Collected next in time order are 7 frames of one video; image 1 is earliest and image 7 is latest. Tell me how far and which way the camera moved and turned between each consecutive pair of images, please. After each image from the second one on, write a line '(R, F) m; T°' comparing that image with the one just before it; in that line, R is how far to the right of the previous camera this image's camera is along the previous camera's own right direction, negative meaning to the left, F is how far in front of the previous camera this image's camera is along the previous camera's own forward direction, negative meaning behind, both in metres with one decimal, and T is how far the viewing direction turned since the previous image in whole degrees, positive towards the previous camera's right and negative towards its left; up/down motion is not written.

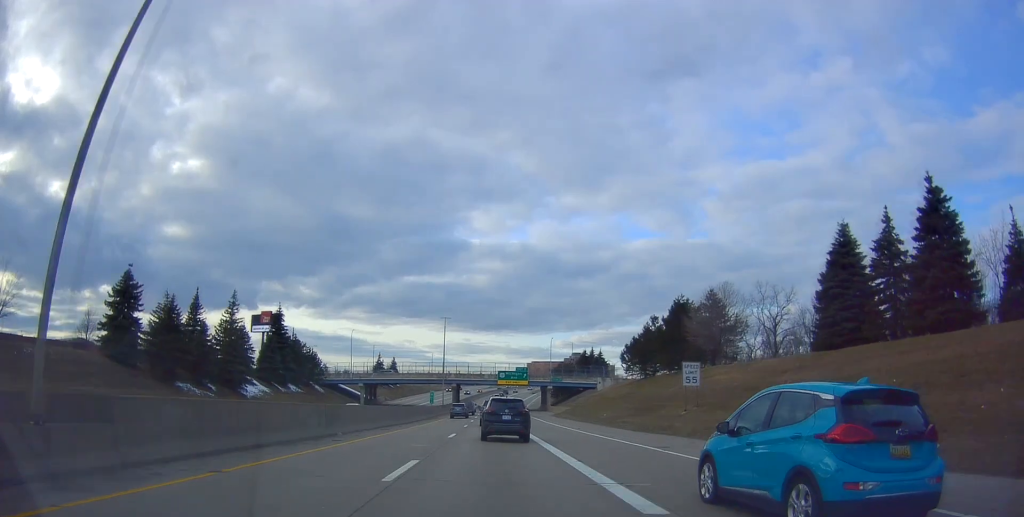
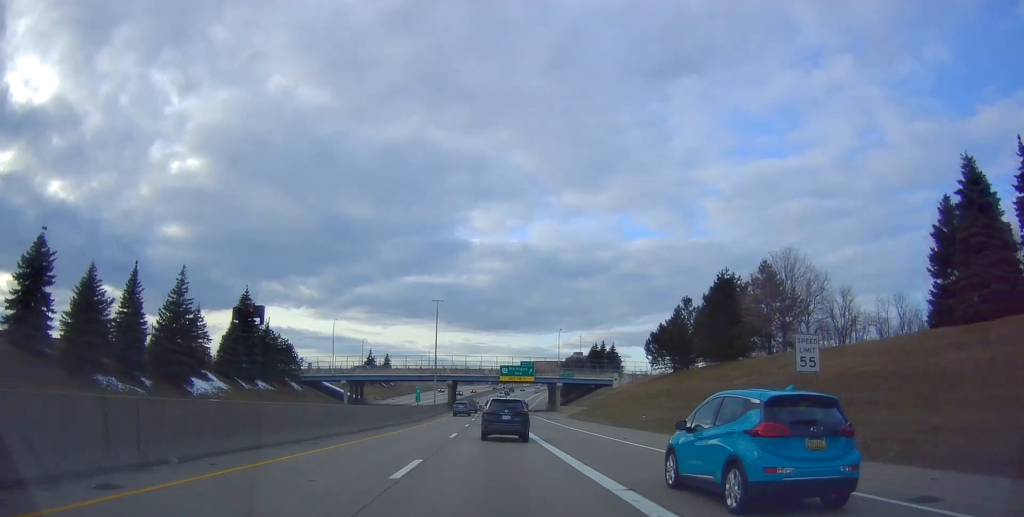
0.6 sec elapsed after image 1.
(0.0, +14.3) m; +1°
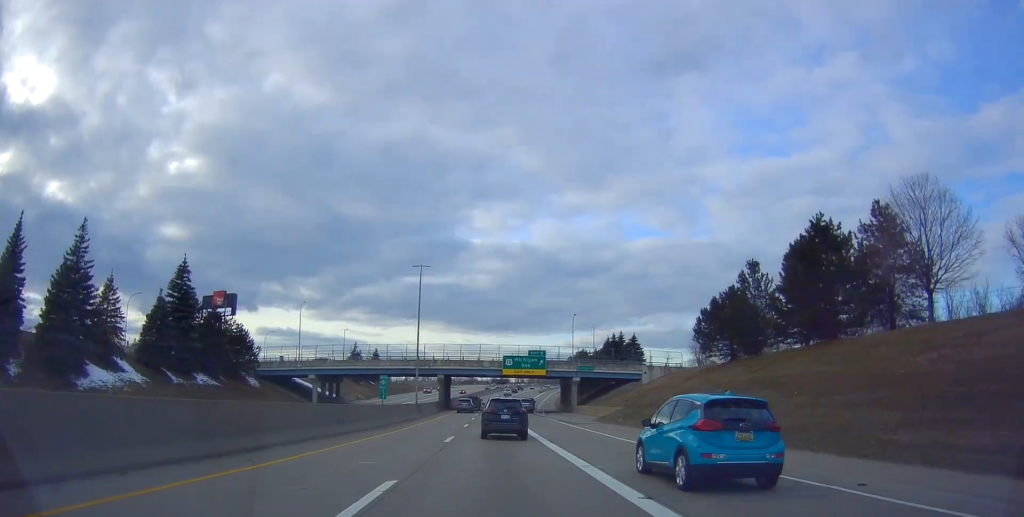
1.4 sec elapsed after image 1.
(+0.2, +19.3) m; +1°
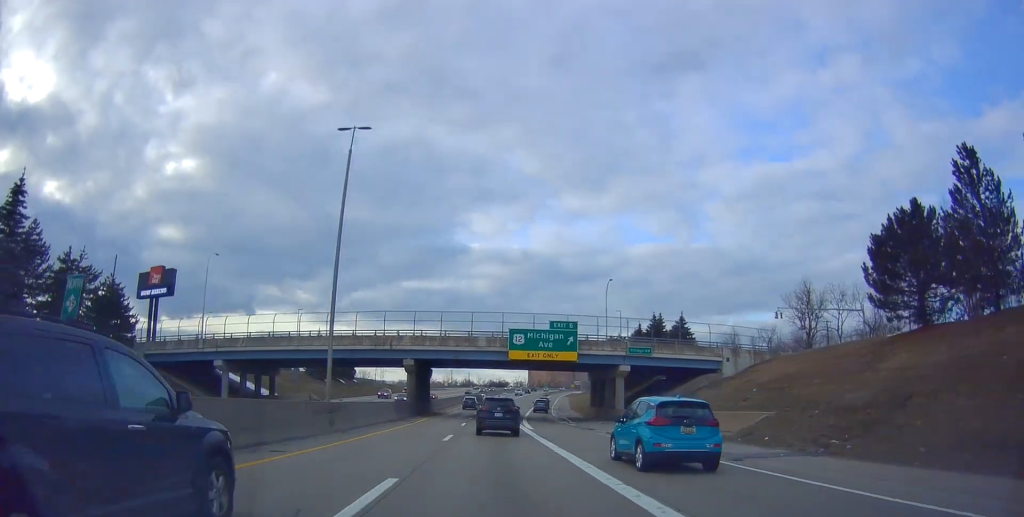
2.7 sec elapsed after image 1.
(+0.3, +30.5) m; 0°
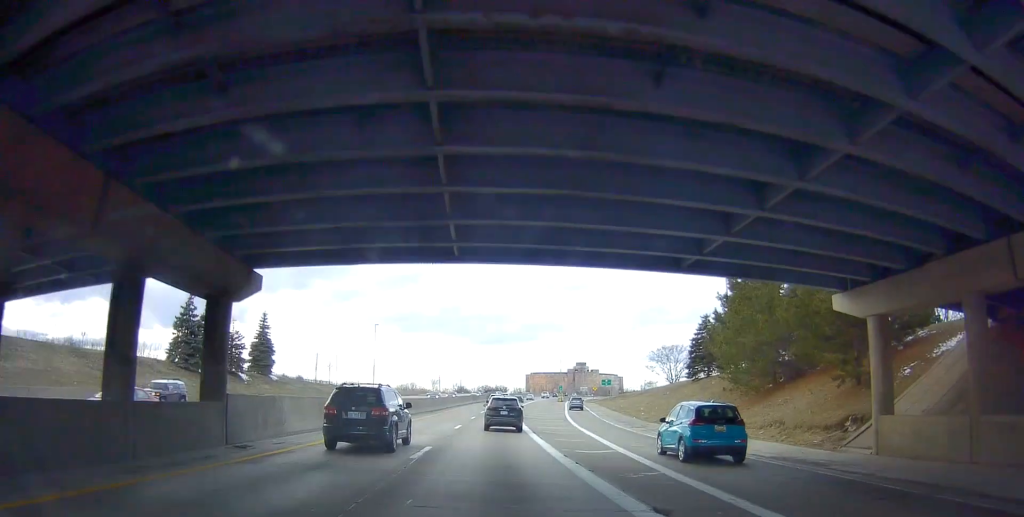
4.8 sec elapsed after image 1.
(-0.3, +51.6) m; 0°
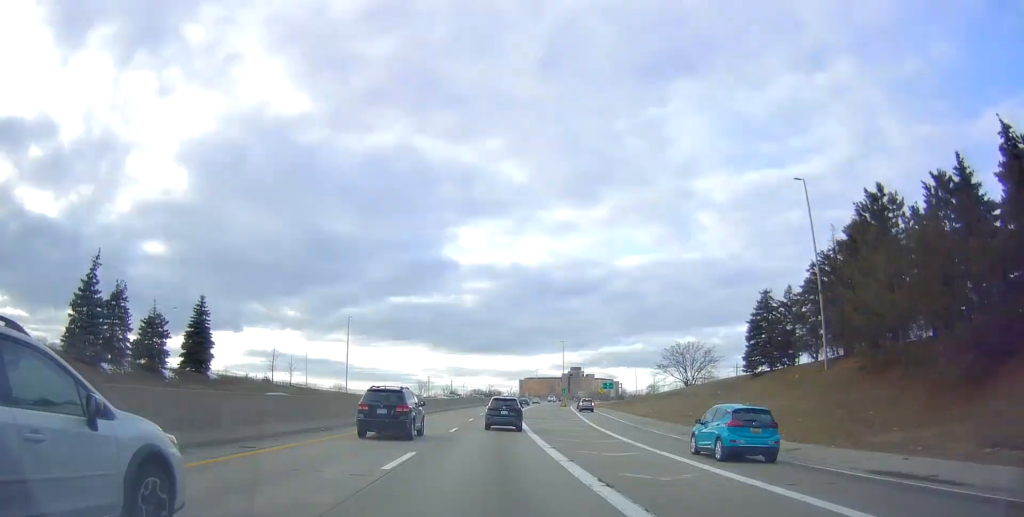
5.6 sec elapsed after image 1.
(+0.2, +18.7) m; 0°
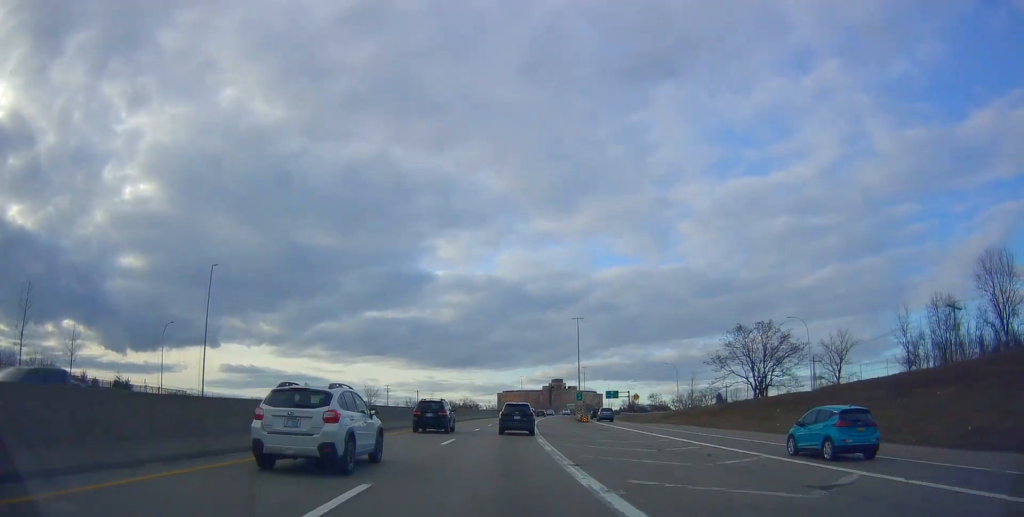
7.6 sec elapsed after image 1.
(-0.2, +50.8) m; +2°
